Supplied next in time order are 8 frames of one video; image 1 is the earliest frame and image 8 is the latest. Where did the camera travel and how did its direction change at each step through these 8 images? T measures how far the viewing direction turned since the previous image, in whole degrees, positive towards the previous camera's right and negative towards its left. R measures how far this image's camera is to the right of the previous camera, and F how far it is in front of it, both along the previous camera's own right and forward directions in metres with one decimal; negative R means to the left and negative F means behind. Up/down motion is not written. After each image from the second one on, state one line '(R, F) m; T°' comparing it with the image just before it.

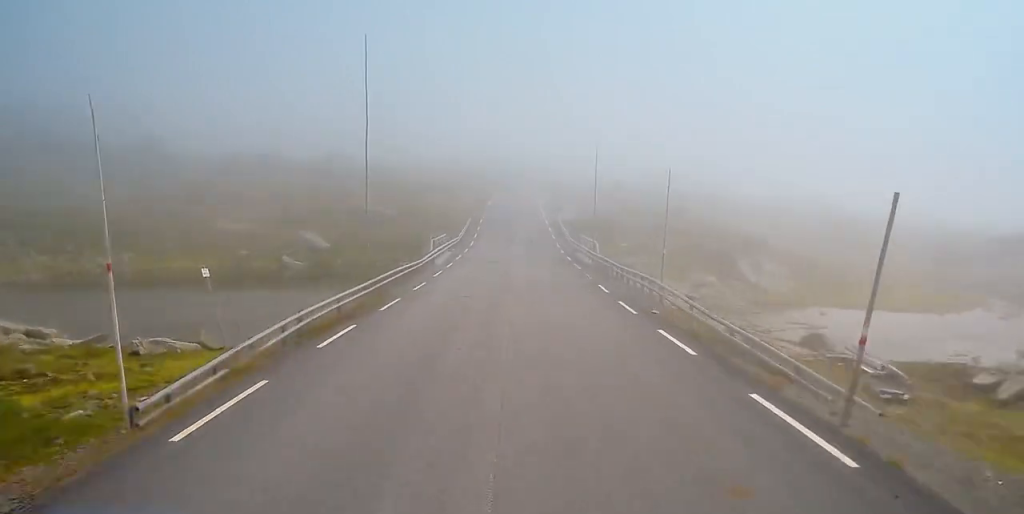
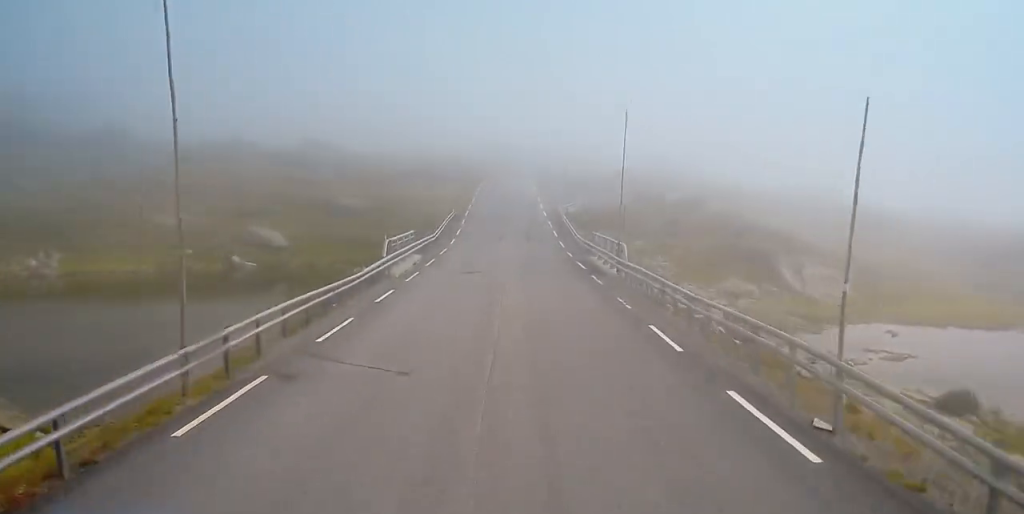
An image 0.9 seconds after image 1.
(+0.1, +11.6) m; +2°
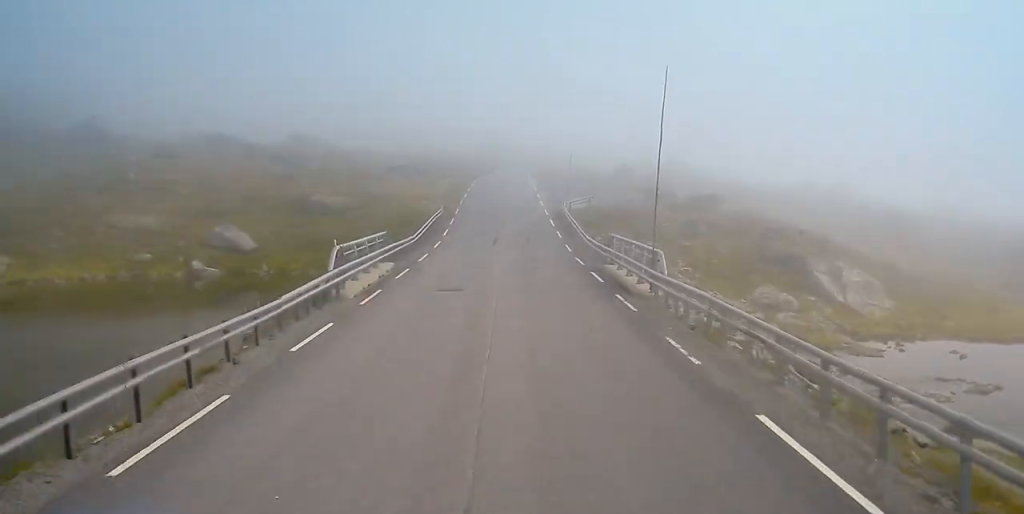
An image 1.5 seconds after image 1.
(+0.2, +7.2) m; 0°
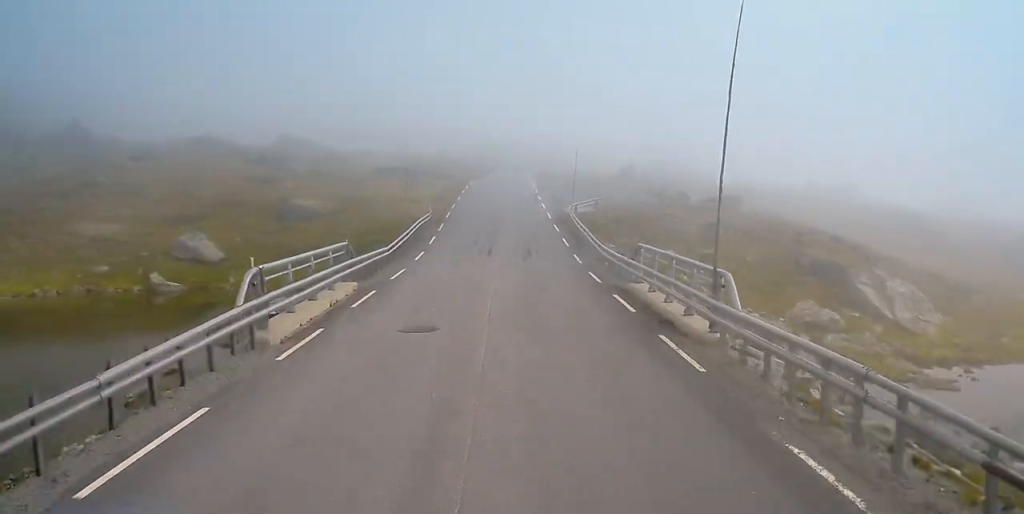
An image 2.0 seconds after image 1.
(0.0, +6.3) m; -1°
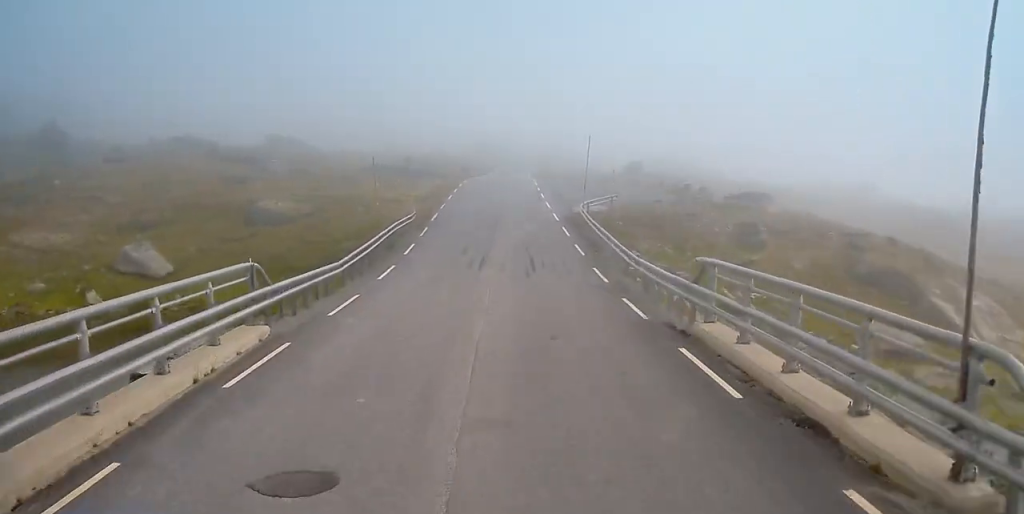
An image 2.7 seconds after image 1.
(-0.2, +7.9) m; -2°
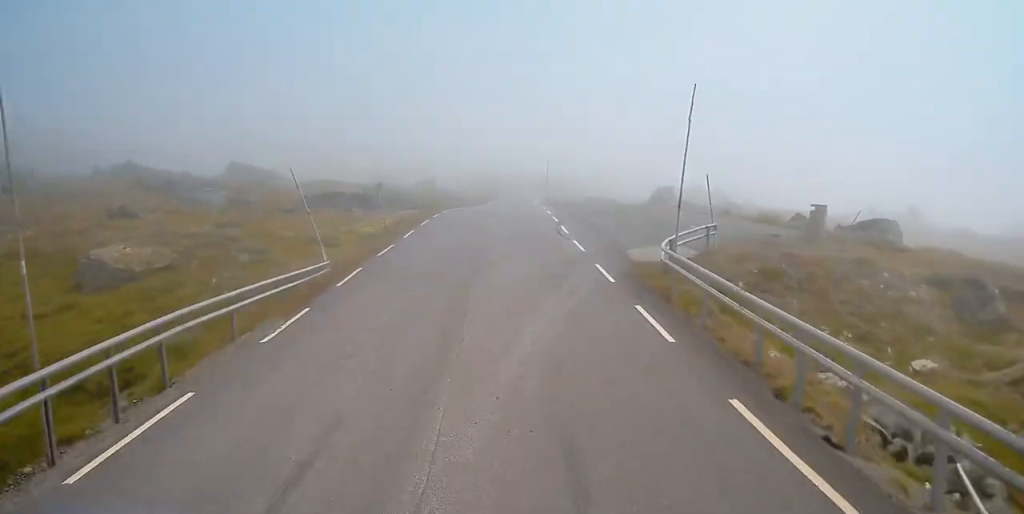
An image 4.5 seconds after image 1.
(+0.3, +20.8) m; +2°
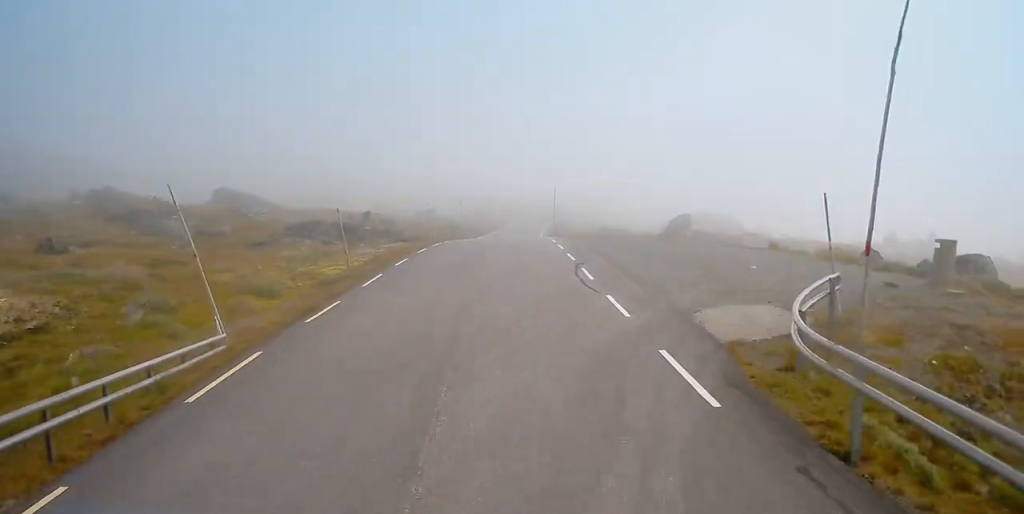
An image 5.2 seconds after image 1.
(0.0, +8.4) m; -1°
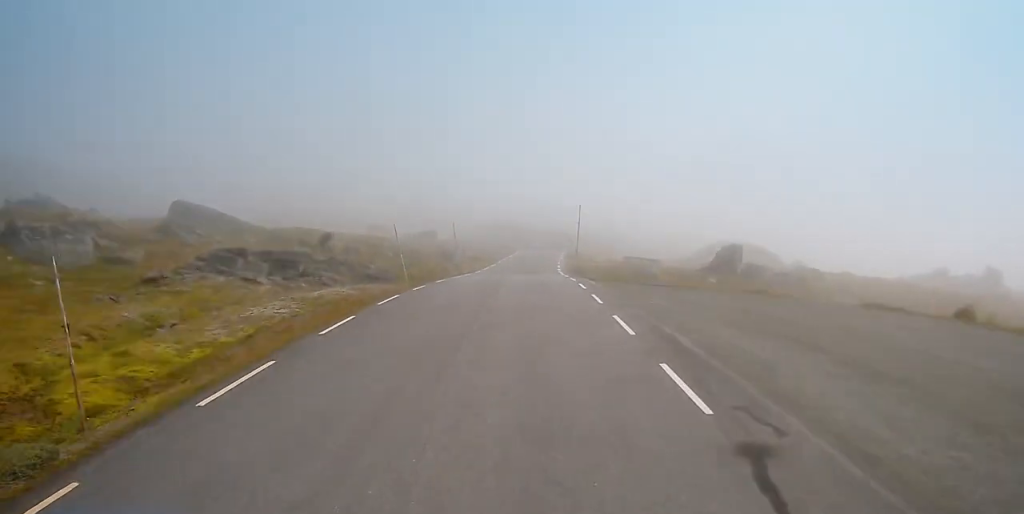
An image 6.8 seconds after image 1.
(-1.0, +16.8) m; -1°
